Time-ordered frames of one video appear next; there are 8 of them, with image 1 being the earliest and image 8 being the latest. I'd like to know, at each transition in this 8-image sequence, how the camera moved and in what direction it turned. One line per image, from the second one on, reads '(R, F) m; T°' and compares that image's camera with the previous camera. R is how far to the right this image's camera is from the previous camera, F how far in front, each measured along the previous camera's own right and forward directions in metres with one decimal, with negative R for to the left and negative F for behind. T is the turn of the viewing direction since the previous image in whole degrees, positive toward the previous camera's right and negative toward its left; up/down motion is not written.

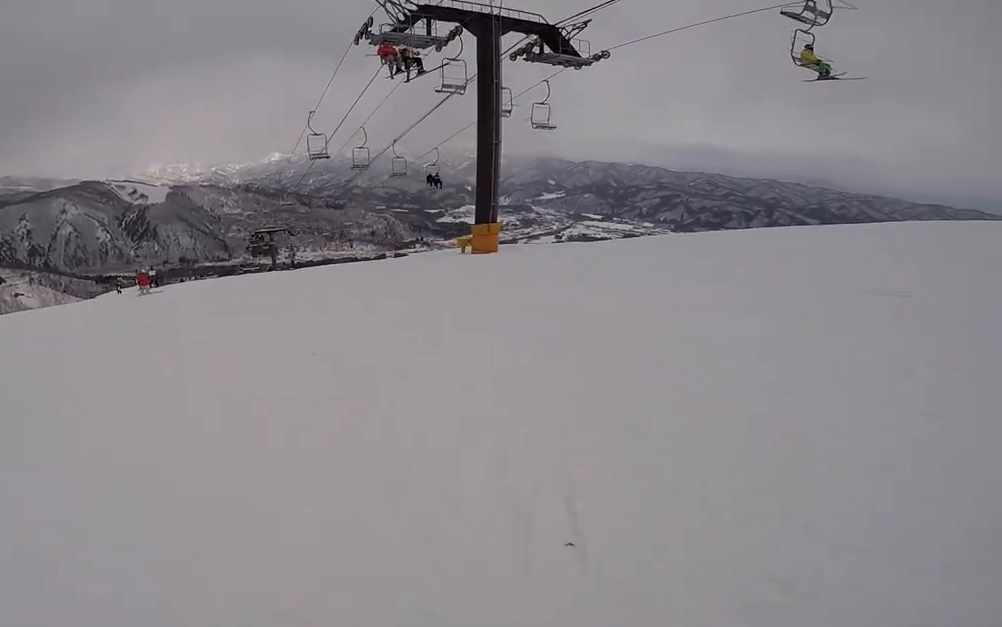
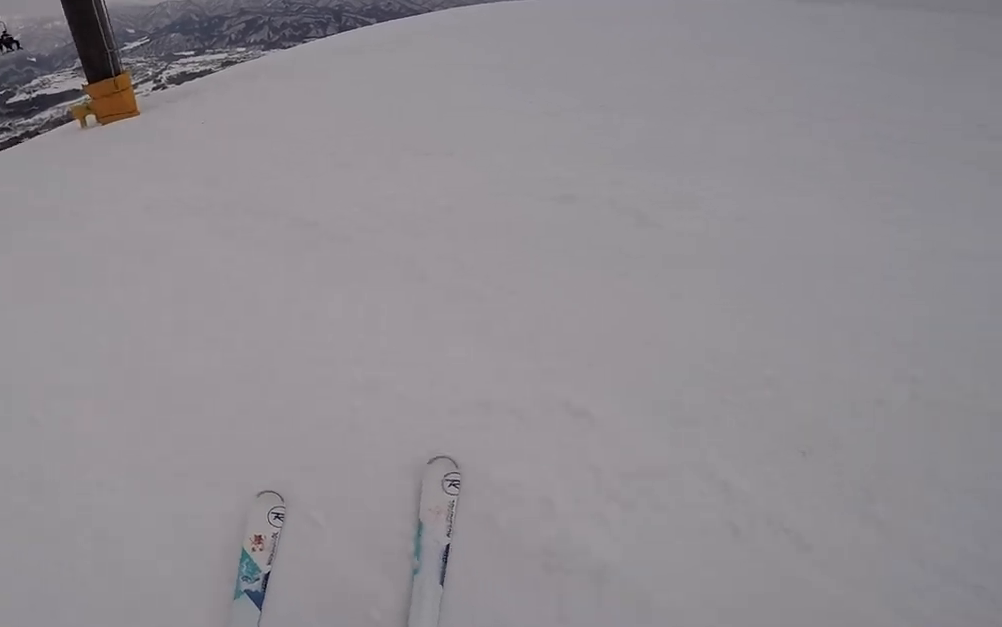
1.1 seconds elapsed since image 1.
(+0.9, +4.7) m; +21°
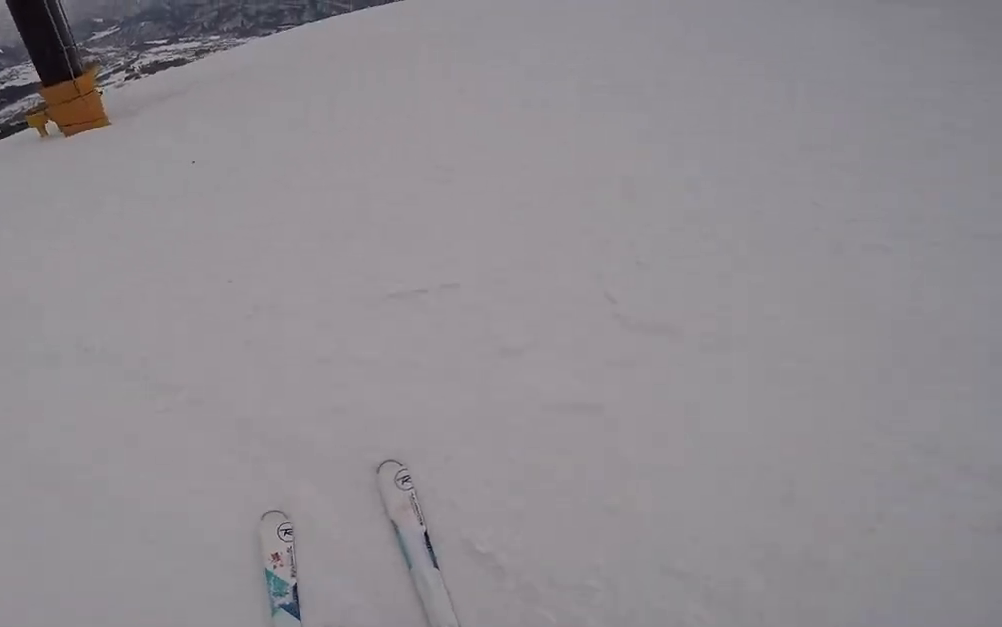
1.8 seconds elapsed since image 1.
(+0.5, +2.8) m; +11°
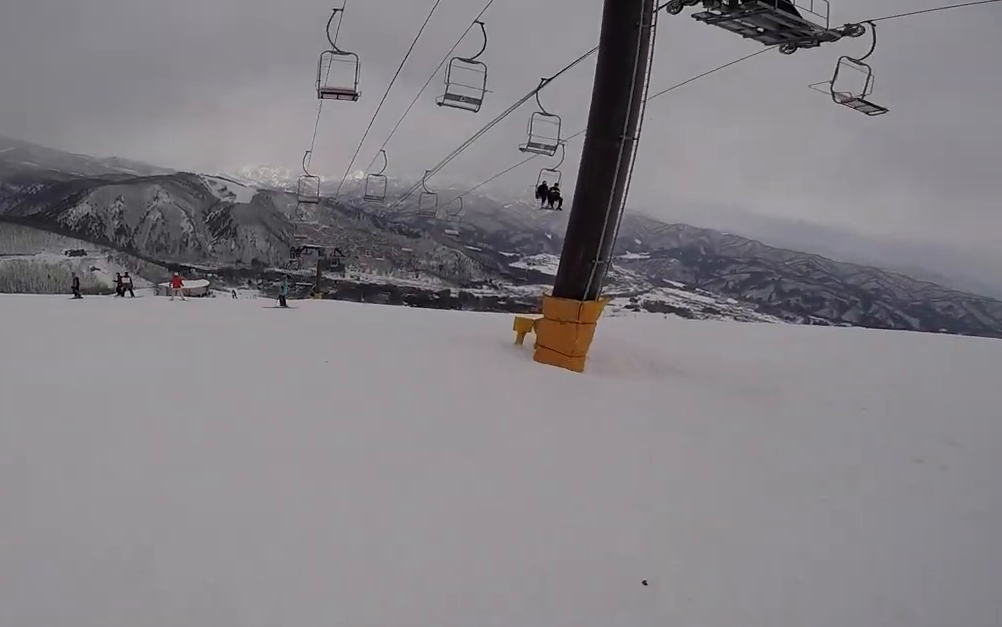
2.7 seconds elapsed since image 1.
(+0.3, +3.1) m; -5°
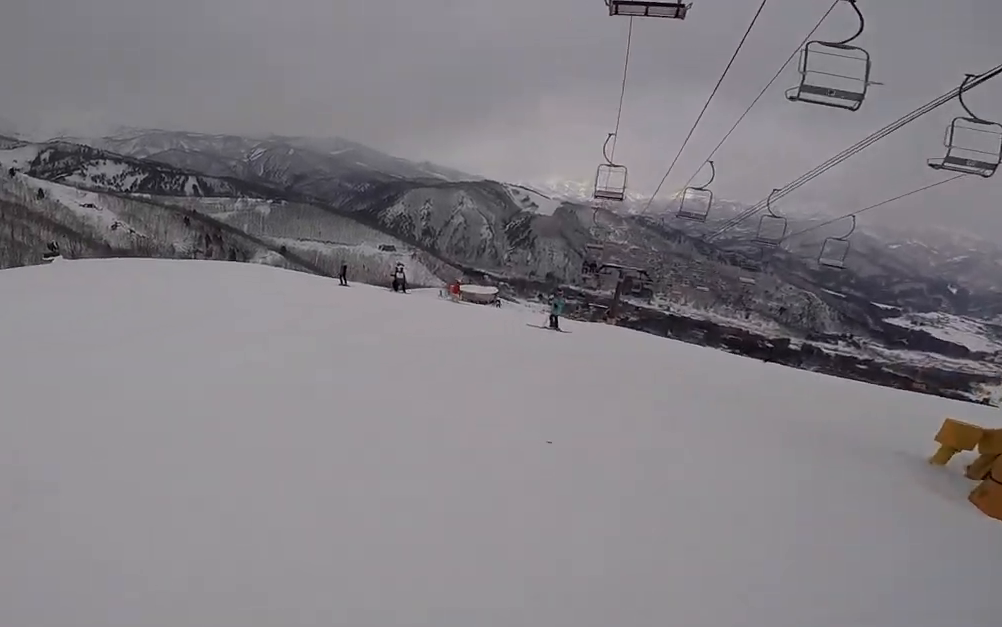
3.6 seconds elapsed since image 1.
(-0.4, +2.7) m; -26°
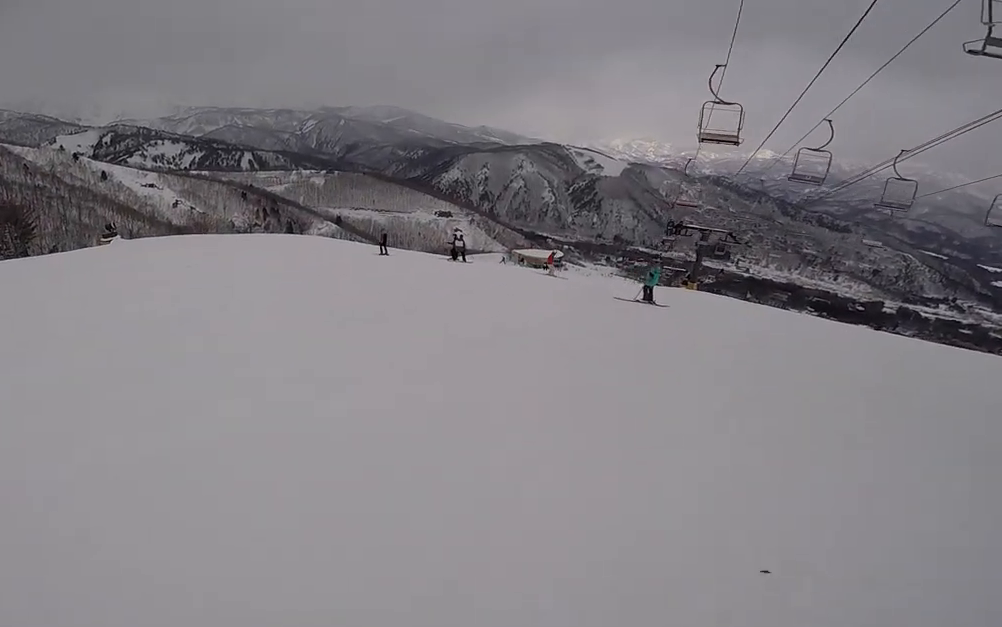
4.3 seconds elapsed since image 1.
(-0.4, +2.2) m; -23°
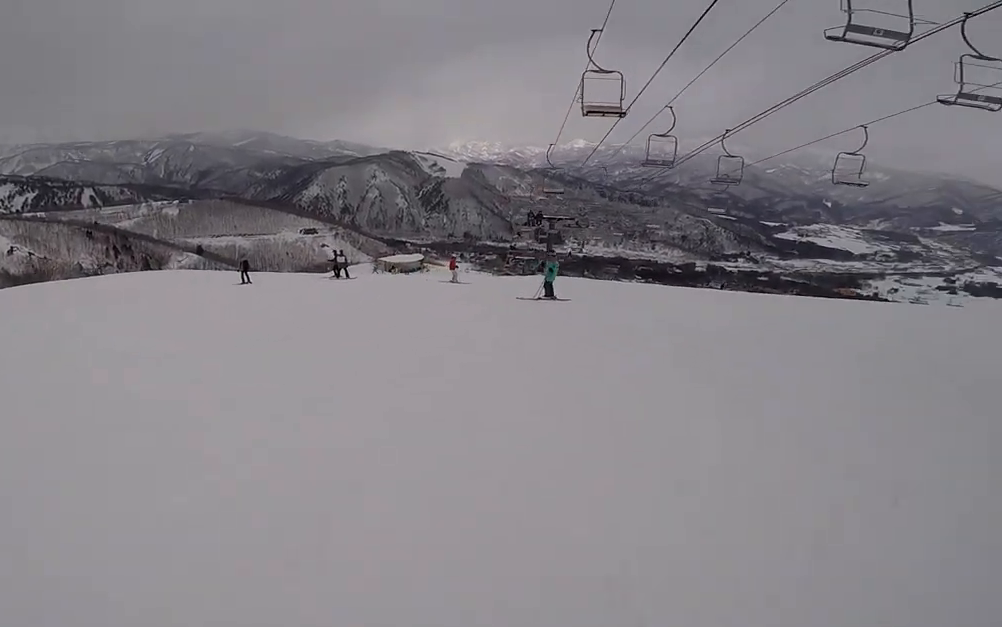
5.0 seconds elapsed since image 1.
(-0.7, +2.0) m; 0°
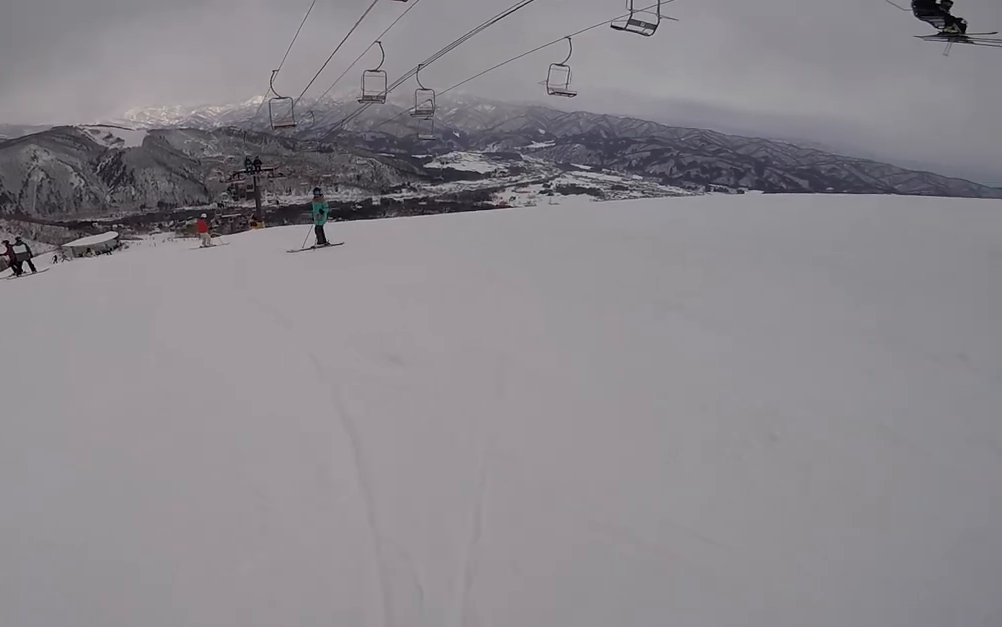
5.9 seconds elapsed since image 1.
(+0.4, +2.7) m; +11°
